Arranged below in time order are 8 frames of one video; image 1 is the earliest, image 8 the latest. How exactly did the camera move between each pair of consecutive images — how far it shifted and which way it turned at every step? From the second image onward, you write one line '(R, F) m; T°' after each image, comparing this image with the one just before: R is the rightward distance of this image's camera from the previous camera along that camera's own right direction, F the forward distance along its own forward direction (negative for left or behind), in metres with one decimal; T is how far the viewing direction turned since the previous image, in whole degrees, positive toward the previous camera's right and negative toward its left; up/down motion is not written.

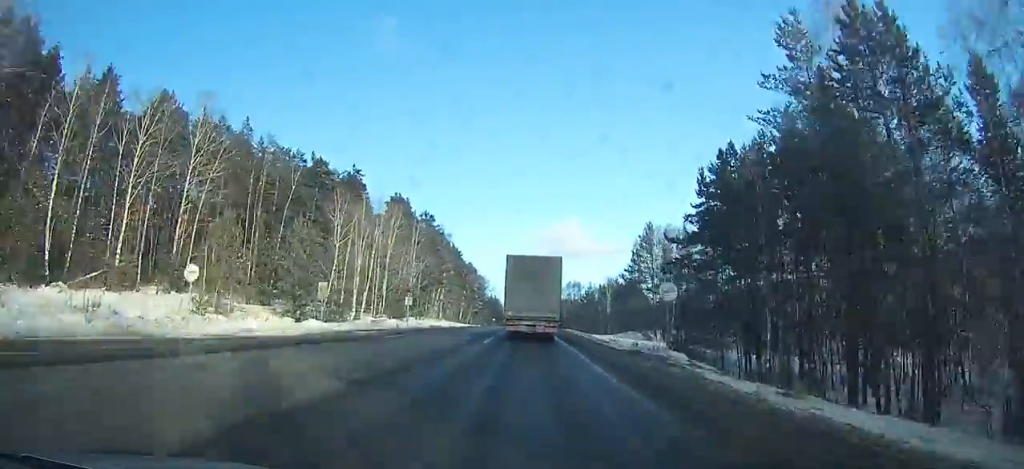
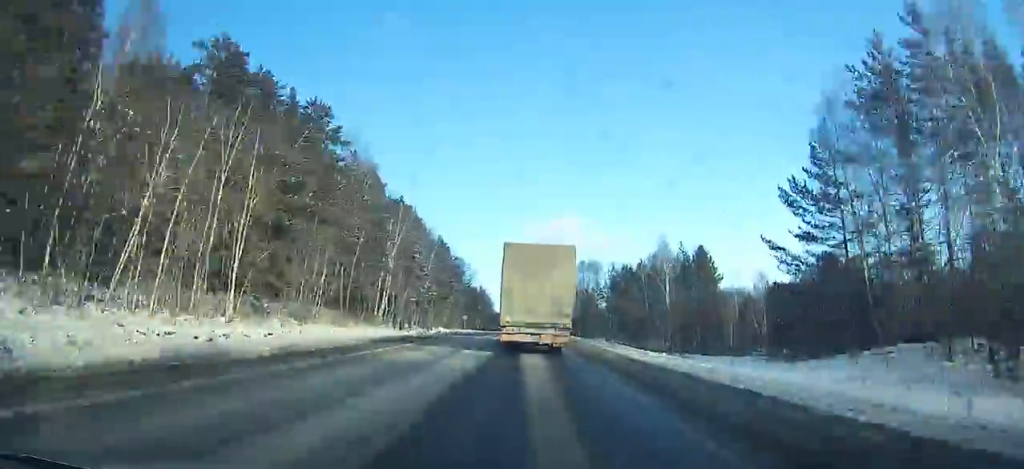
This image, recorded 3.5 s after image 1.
(+0.1, +64.4) m; 0°
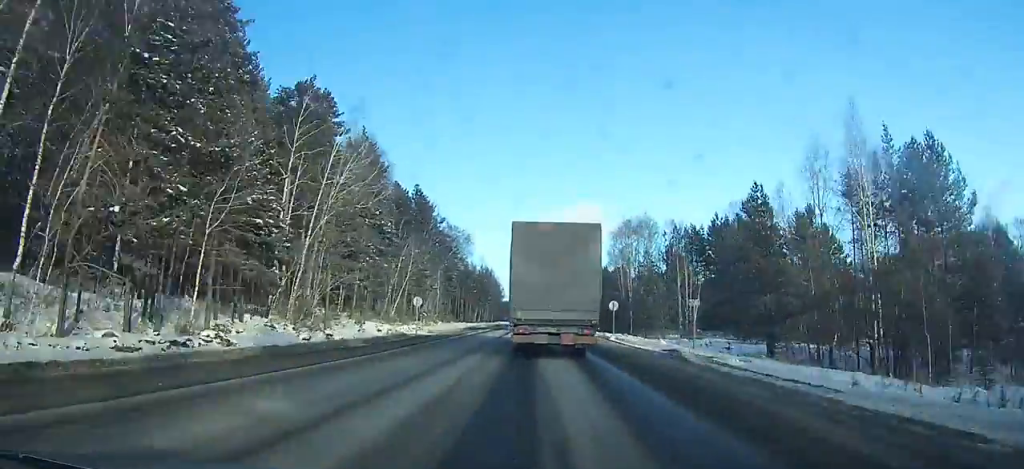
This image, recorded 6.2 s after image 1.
(-0.2, +48.1) m; 0°
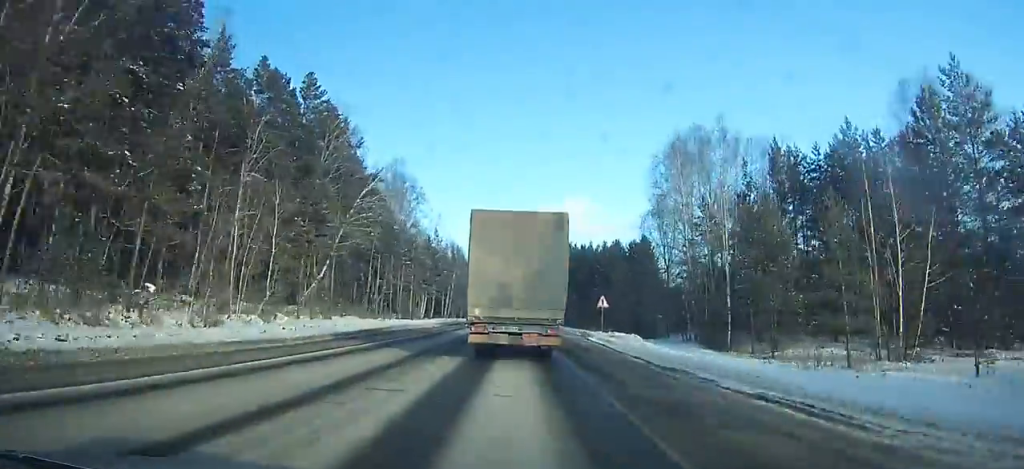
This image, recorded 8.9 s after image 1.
(0.0, +46.6) m; 0°
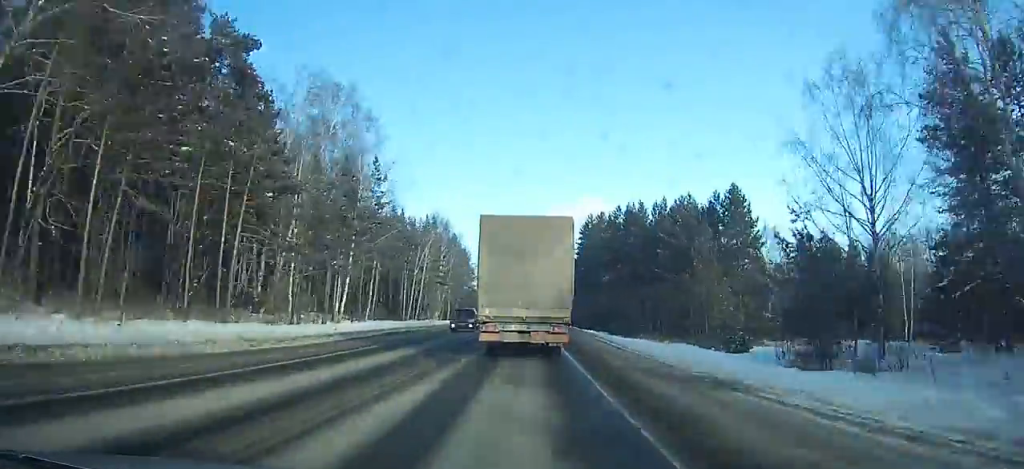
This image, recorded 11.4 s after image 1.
(-0.3, +42.1) m; 0°
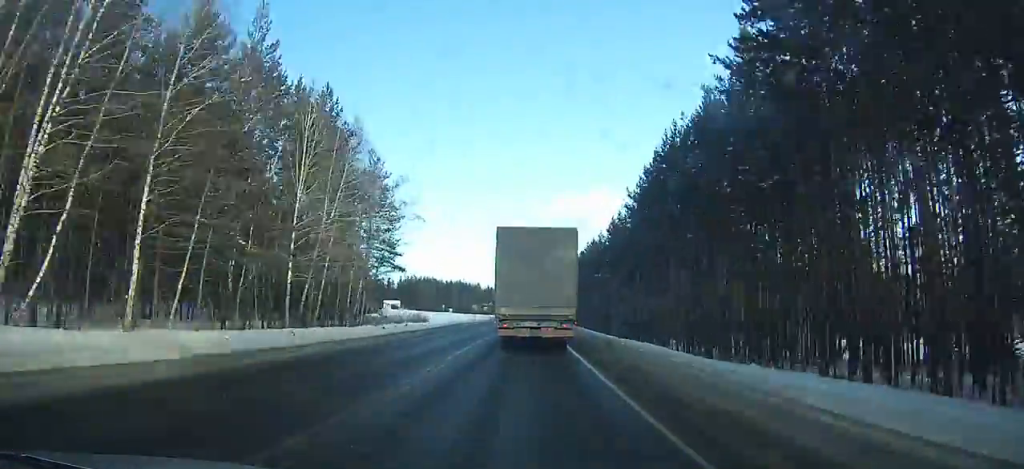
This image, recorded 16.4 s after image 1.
(+0.2, +83.3) m; 0°
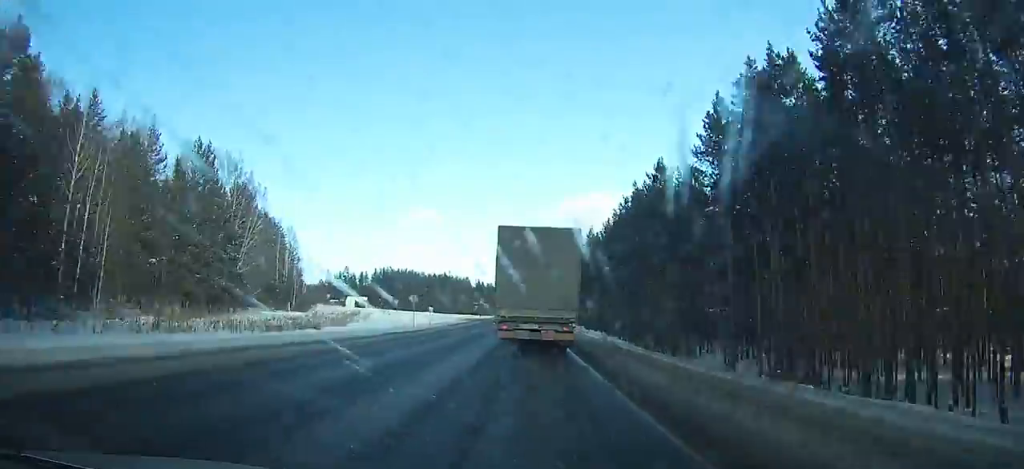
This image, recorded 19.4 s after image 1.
(+0.1, +50.1) m; 0°
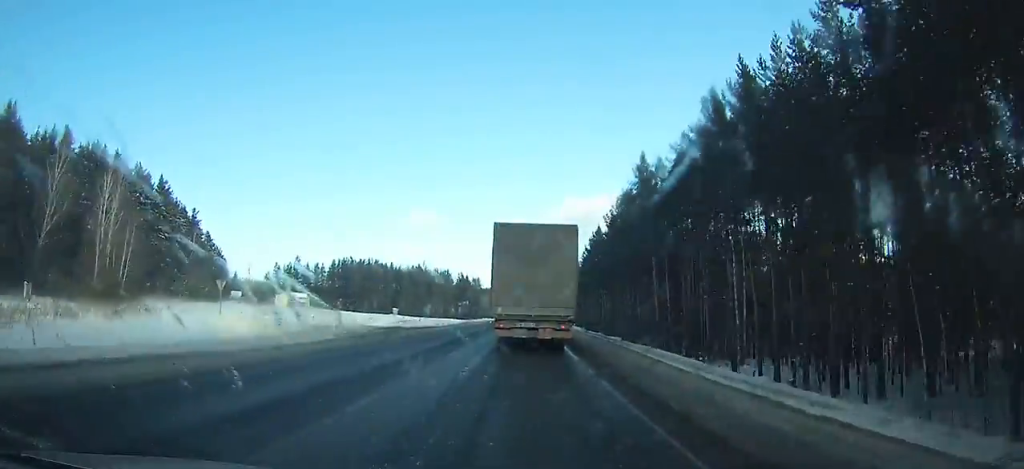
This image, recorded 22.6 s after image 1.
(-0.1, +53.5) m; 0°
